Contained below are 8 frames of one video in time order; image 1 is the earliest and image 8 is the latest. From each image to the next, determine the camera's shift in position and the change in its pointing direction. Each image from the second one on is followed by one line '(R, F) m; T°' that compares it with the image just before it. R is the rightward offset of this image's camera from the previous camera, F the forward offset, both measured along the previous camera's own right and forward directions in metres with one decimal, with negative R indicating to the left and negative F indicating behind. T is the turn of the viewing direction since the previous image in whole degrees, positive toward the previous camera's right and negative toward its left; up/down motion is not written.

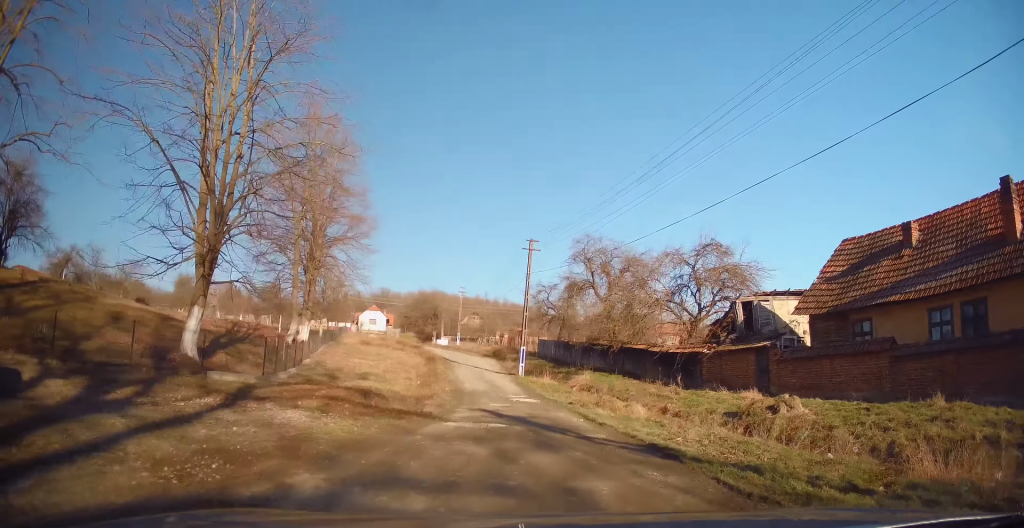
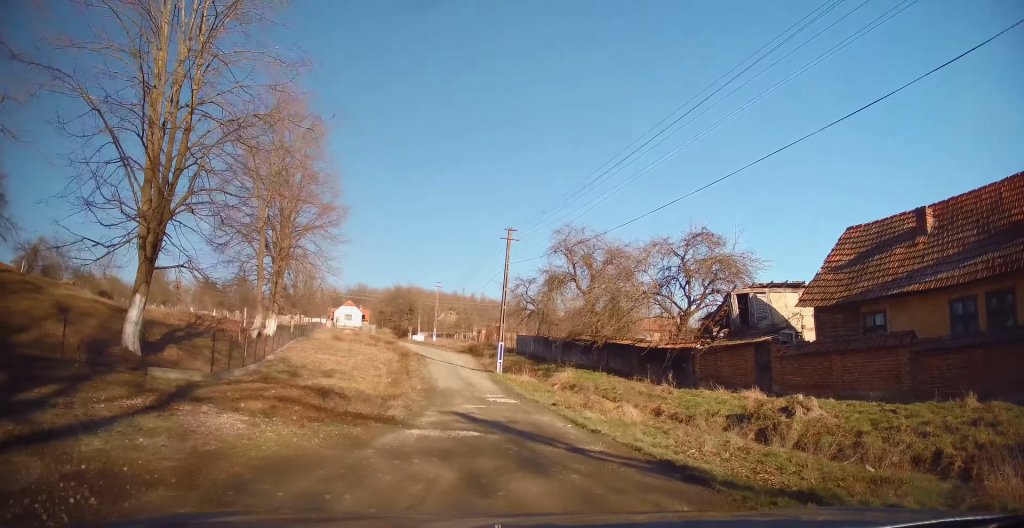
(+0.3, +1.8) m; +5°
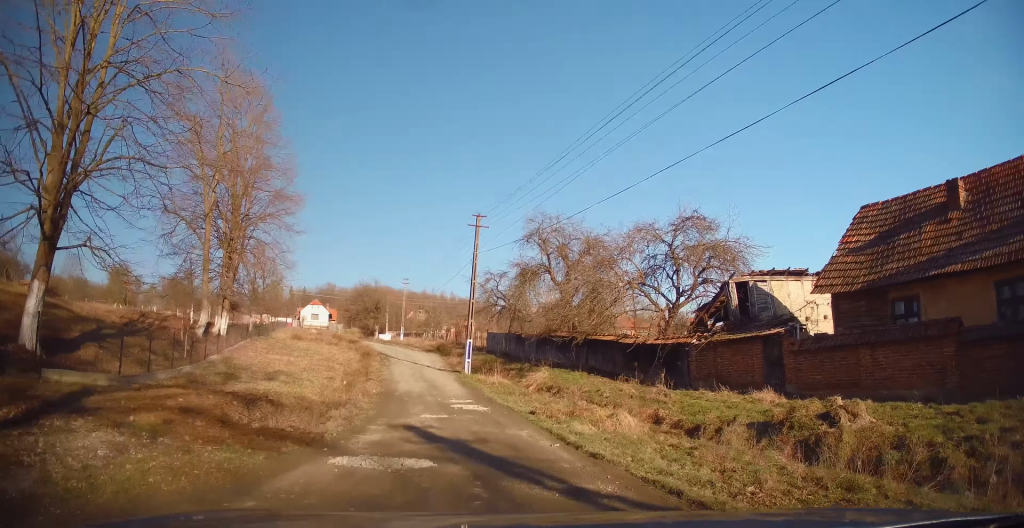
(+0.2, +2.6) m; +5°
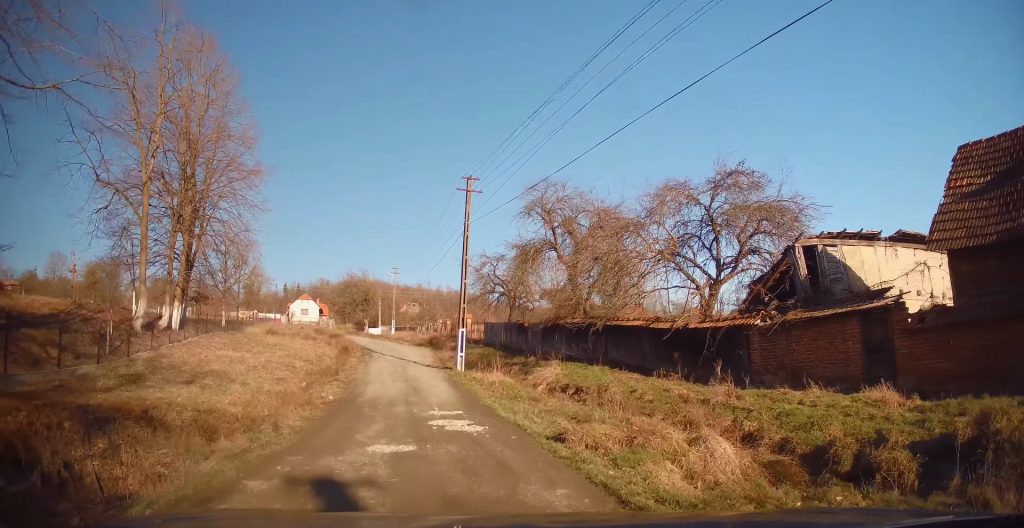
(0.0, +4.8) m; -4°
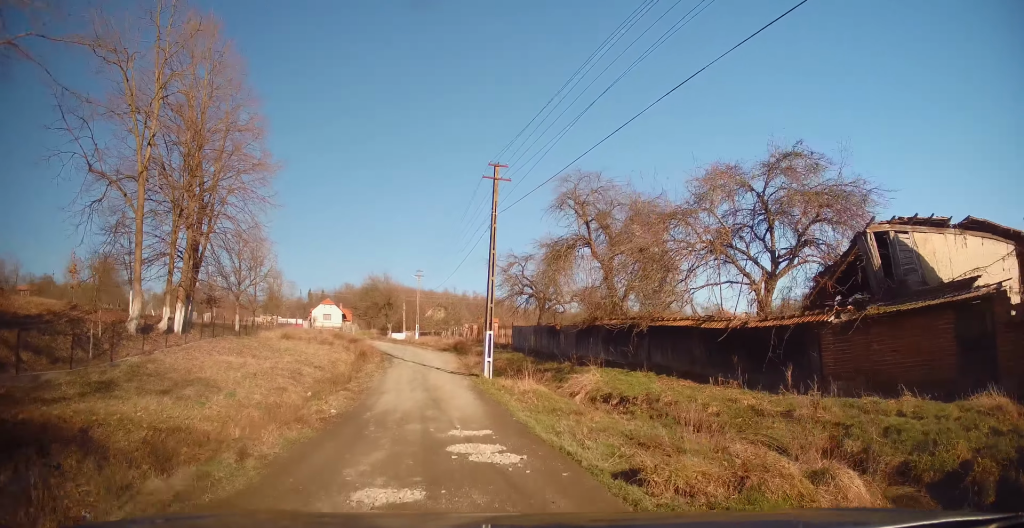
(0.0, +2.3) m; -5°
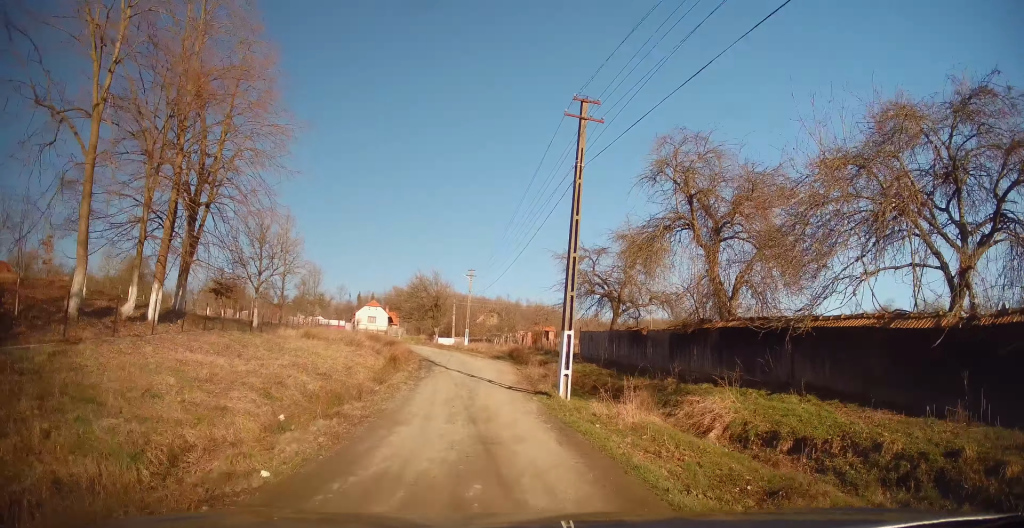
(-0.7, +6.4) m; -7°
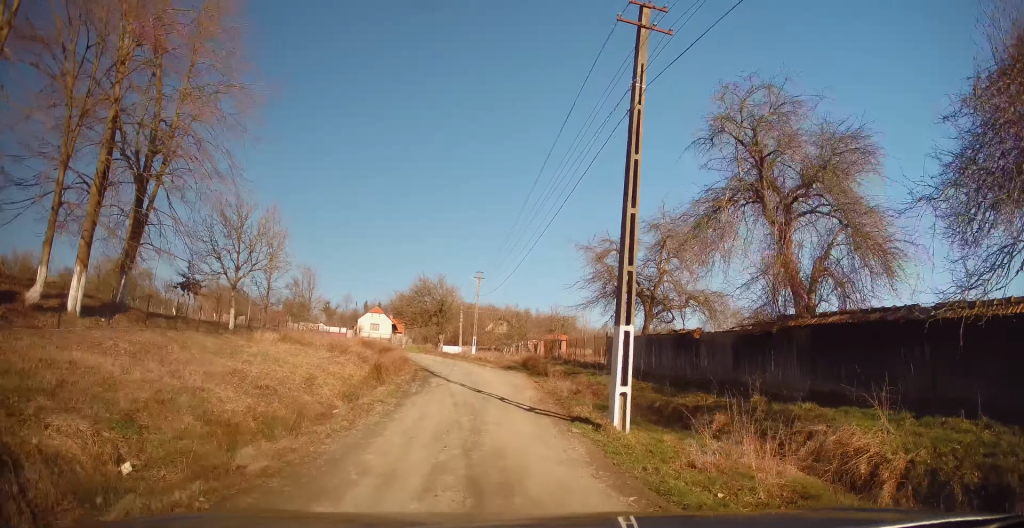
(-0.1, +4.6) m; +2°
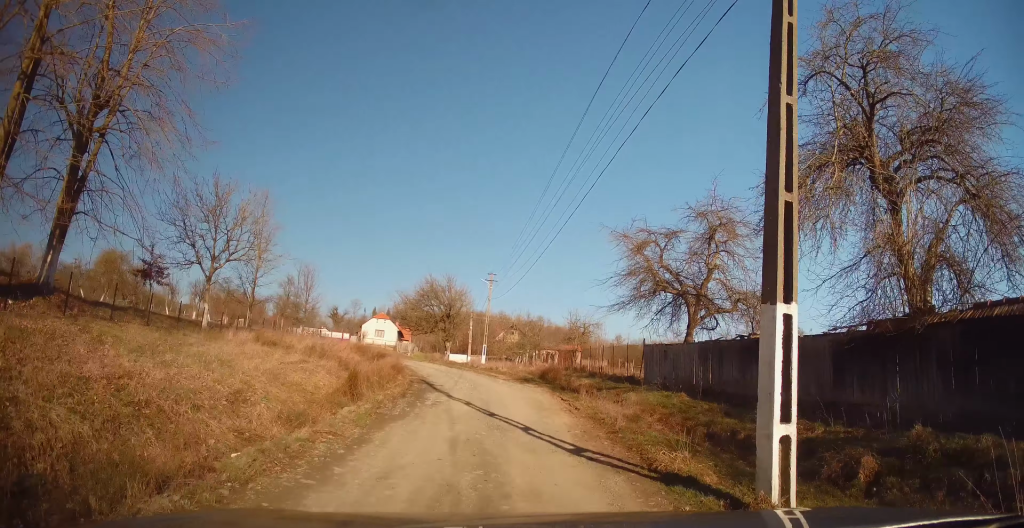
(+0.2, +4.2) m; +3°
